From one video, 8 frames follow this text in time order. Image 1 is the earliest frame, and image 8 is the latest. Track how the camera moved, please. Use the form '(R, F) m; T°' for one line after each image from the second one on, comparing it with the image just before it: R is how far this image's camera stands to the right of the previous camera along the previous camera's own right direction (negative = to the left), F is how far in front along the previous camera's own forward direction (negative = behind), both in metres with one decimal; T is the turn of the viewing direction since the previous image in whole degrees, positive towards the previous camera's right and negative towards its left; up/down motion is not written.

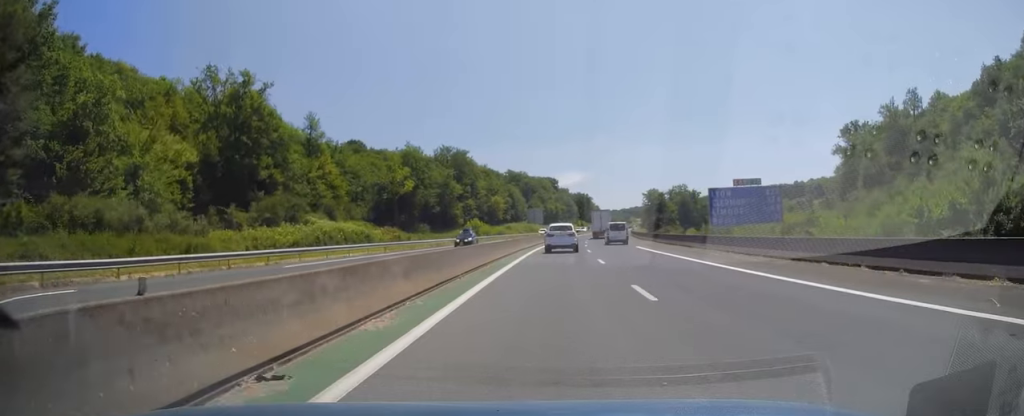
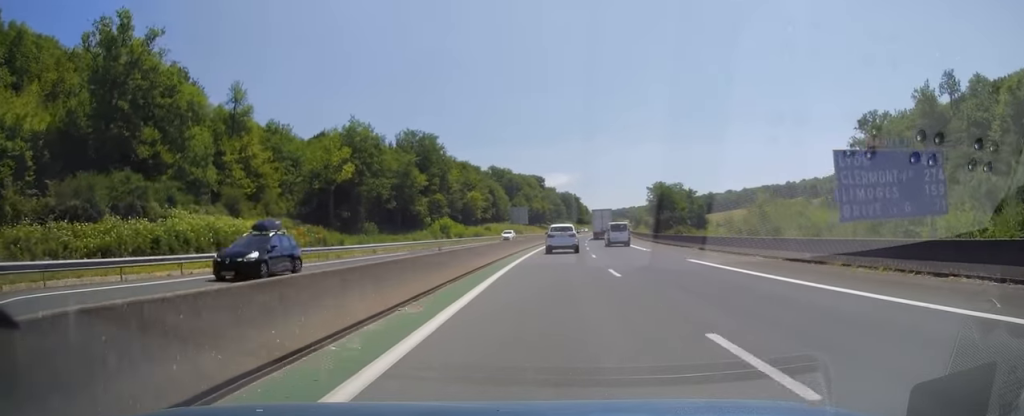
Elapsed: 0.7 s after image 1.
(+0.1, +19.7) m; +1°
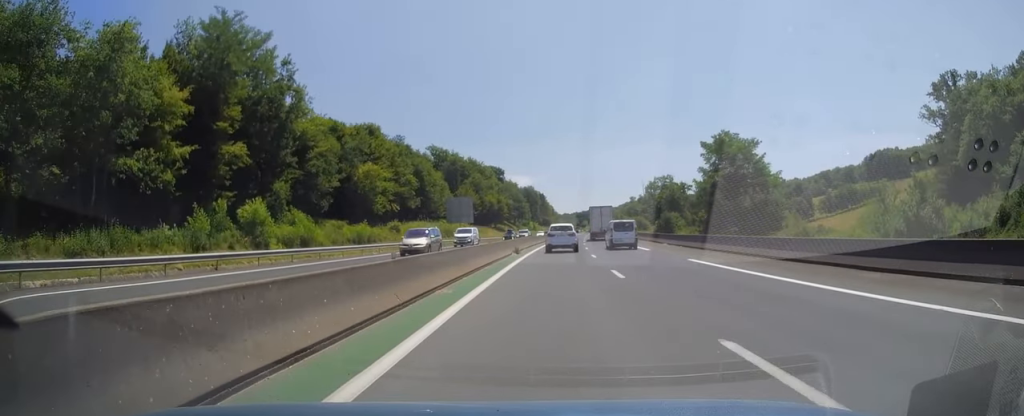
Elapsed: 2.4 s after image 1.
(+1.7, +52.3) m; +3°
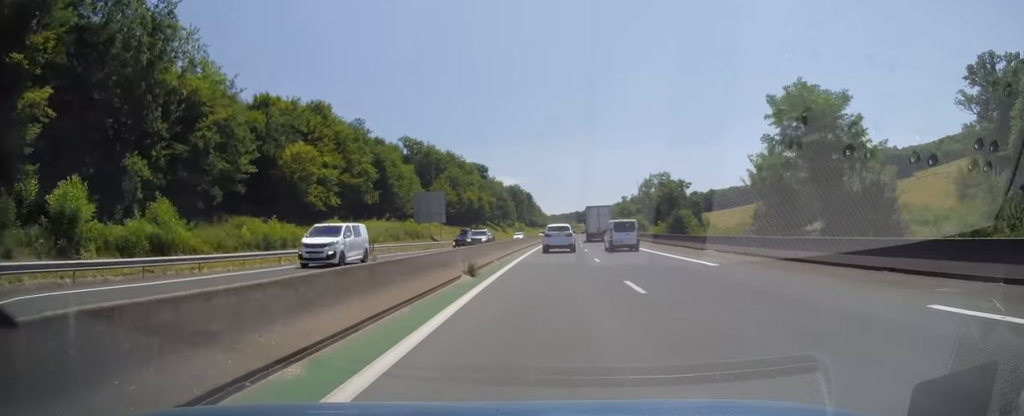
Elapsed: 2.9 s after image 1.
(+0.1, +17.1) m; +1°
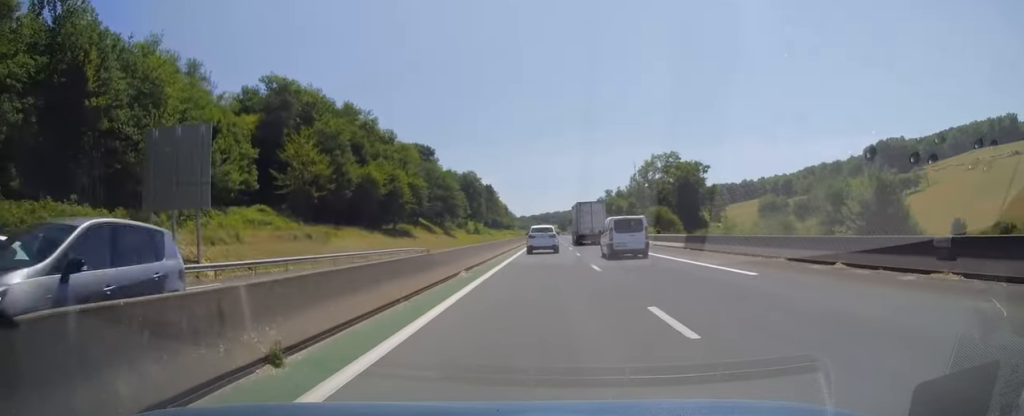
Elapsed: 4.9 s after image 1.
(+1.9, +57.4) m; +4°
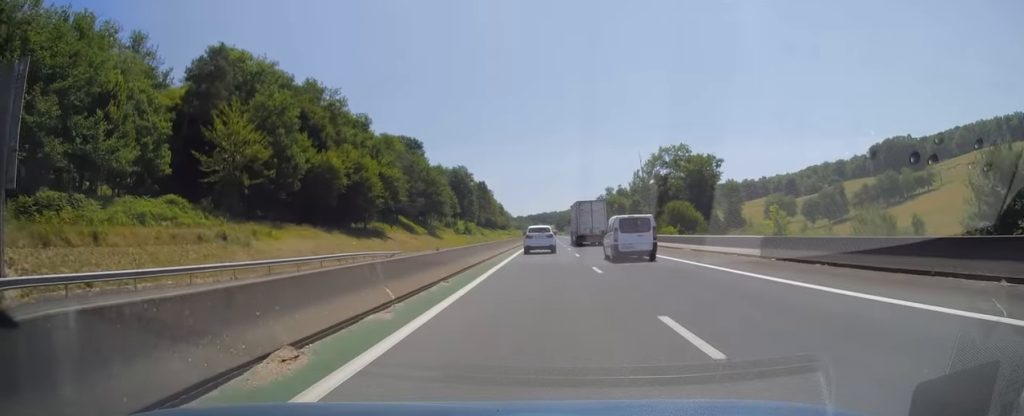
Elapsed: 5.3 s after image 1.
(+0.2, +14.1) m; 0°
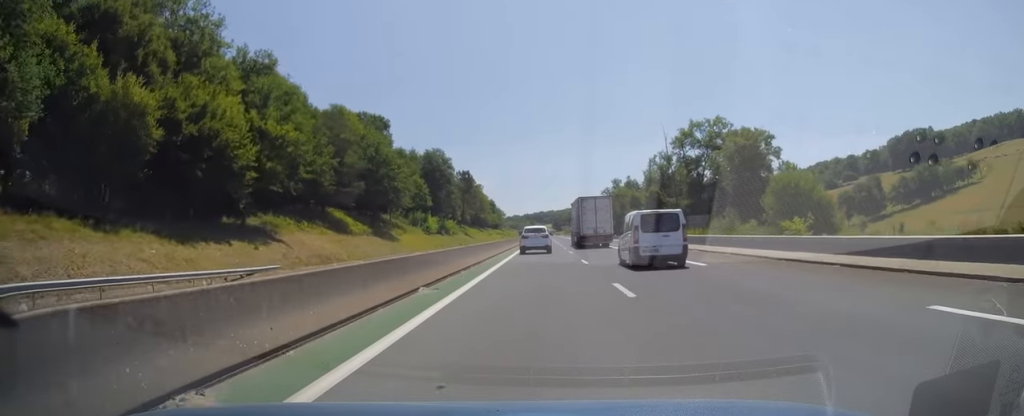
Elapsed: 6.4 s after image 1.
(-0.1, +33.3) m; 0°
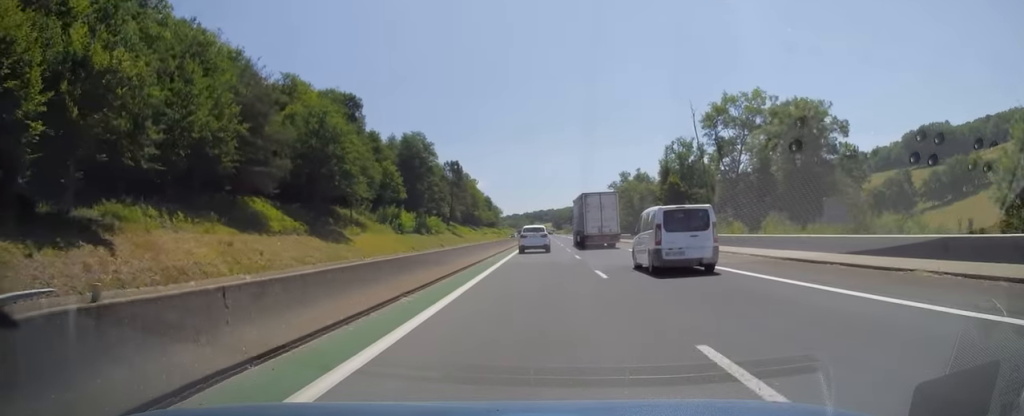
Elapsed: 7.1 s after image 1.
(0.0, +21.1) m; 0°
